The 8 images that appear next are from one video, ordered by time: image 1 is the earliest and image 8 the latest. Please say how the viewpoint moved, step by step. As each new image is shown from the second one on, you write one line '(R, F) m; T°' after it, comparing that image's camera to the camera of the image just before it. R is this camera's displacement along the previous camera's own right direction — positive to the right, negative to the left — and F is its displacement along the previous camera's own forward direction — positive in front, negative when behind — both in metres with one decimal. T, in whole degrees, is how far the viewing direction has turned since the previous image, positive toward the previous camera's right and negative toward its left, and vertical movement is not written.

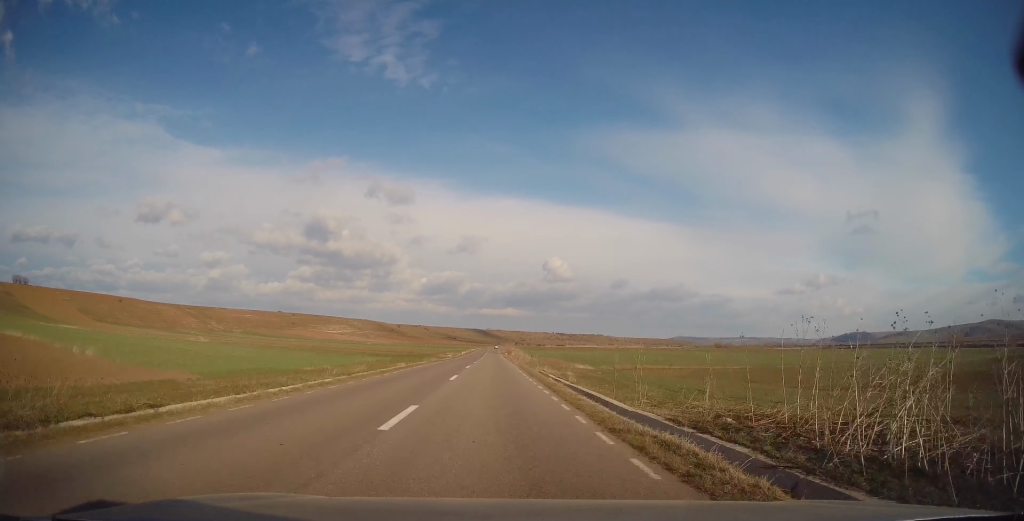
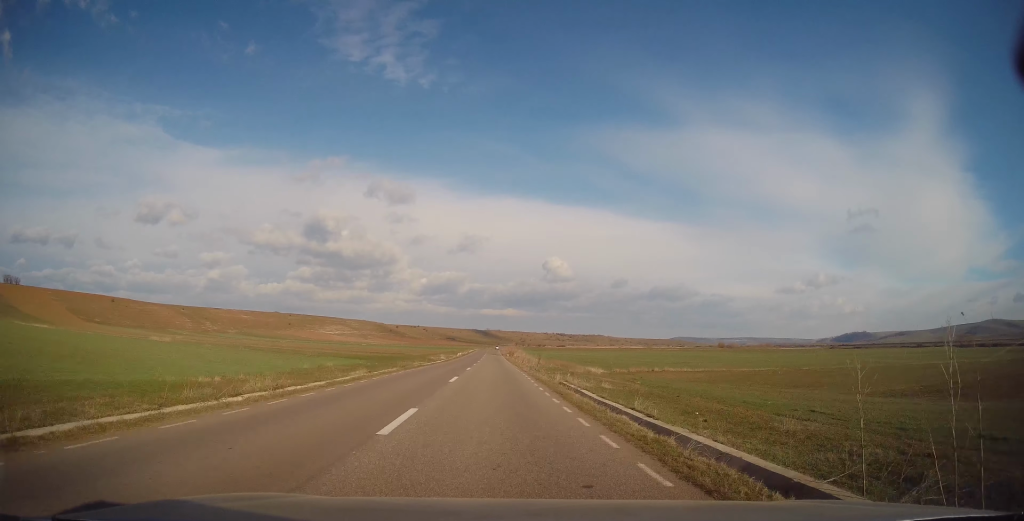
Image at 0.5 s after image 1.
(0.0, +12.3) m; 0°
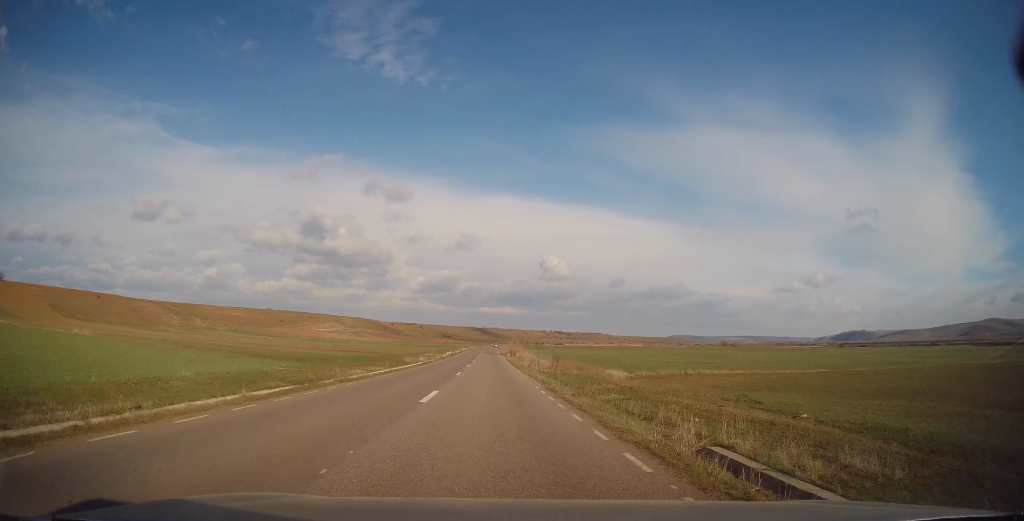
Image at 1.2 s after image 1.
(-0.3, +19.7) m; 0°
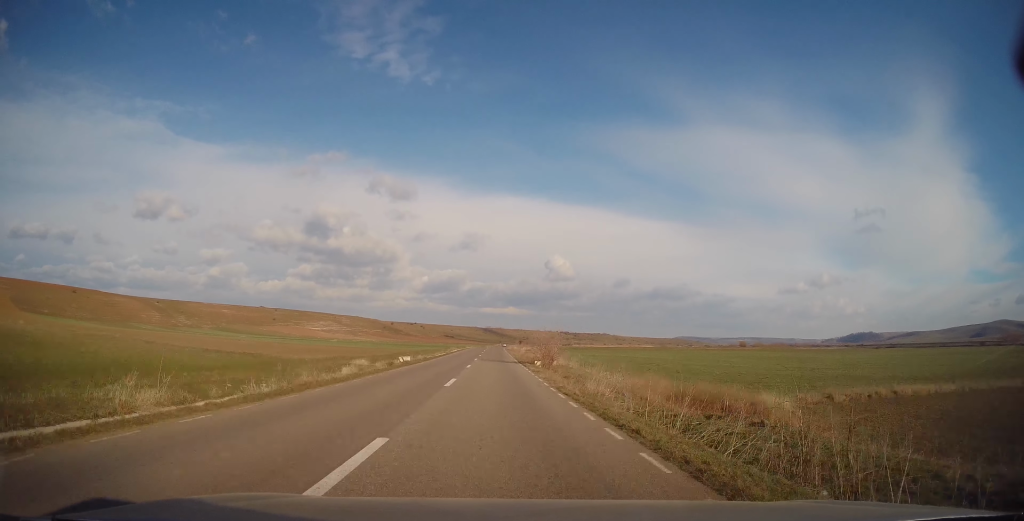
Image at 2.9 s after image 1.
(+0.3, +44.3) m; 0°
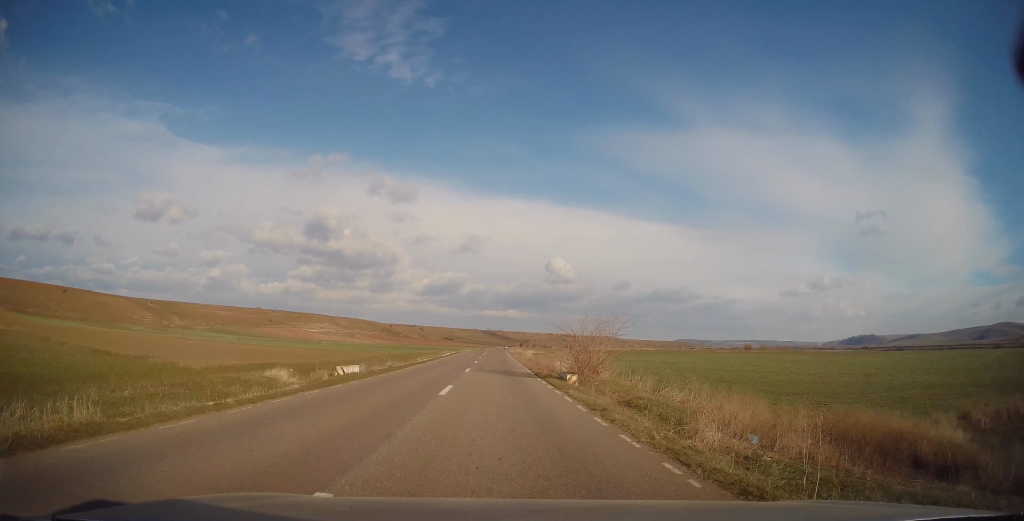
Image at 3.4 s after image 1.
(0.0, +14.2) m; 0°
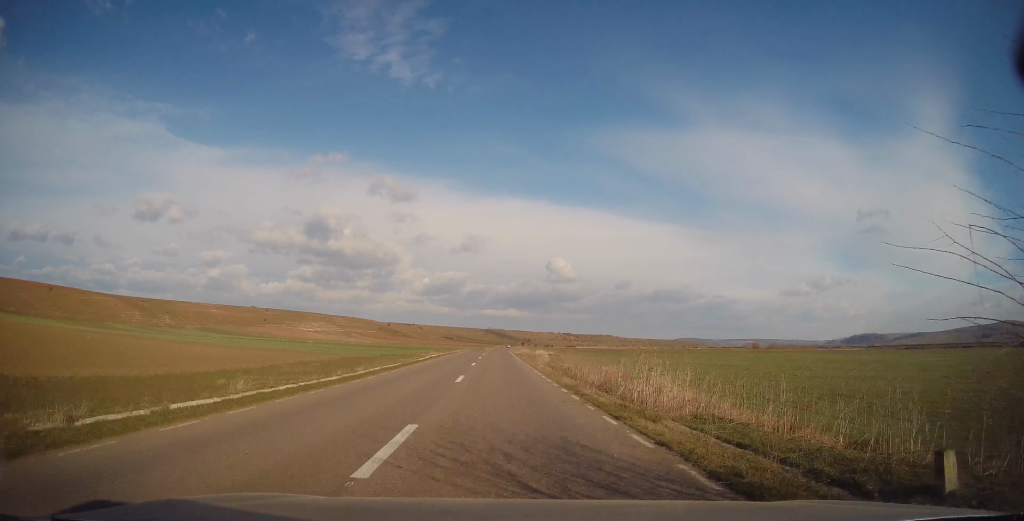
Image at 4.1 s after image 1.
(0.0, +20.0) m; 0°
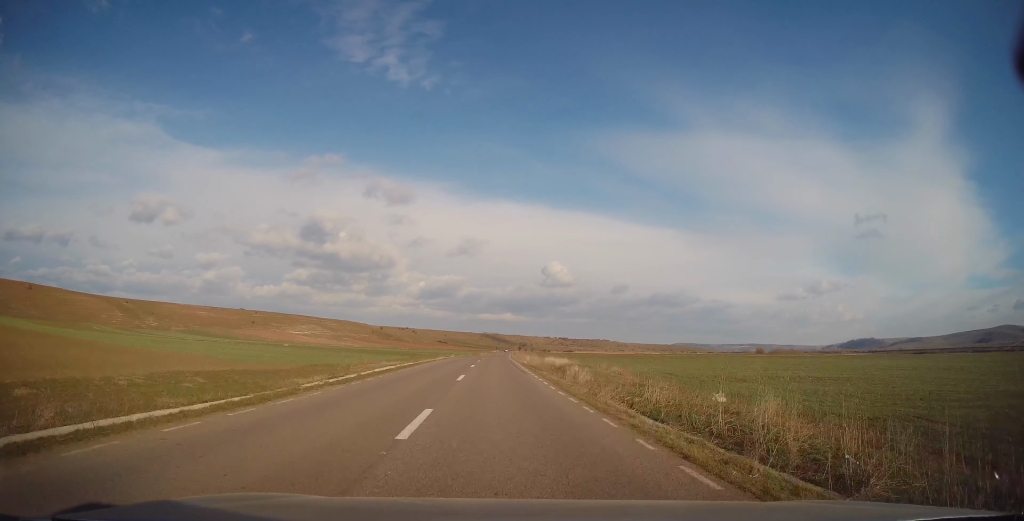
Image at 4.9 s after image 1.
(+0.1, +21.9) m; +1°
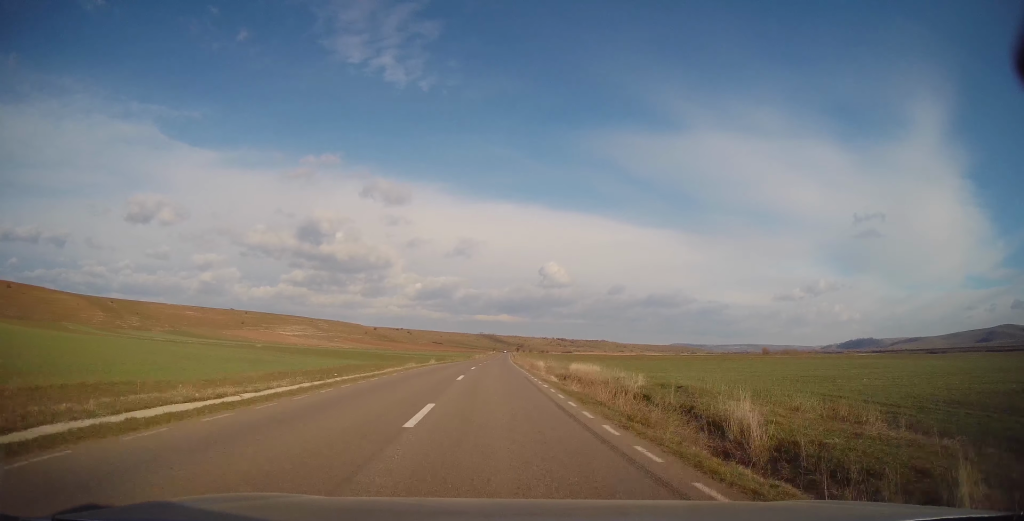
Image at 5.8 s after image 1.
(+0.2, +23.4) m; 0°
